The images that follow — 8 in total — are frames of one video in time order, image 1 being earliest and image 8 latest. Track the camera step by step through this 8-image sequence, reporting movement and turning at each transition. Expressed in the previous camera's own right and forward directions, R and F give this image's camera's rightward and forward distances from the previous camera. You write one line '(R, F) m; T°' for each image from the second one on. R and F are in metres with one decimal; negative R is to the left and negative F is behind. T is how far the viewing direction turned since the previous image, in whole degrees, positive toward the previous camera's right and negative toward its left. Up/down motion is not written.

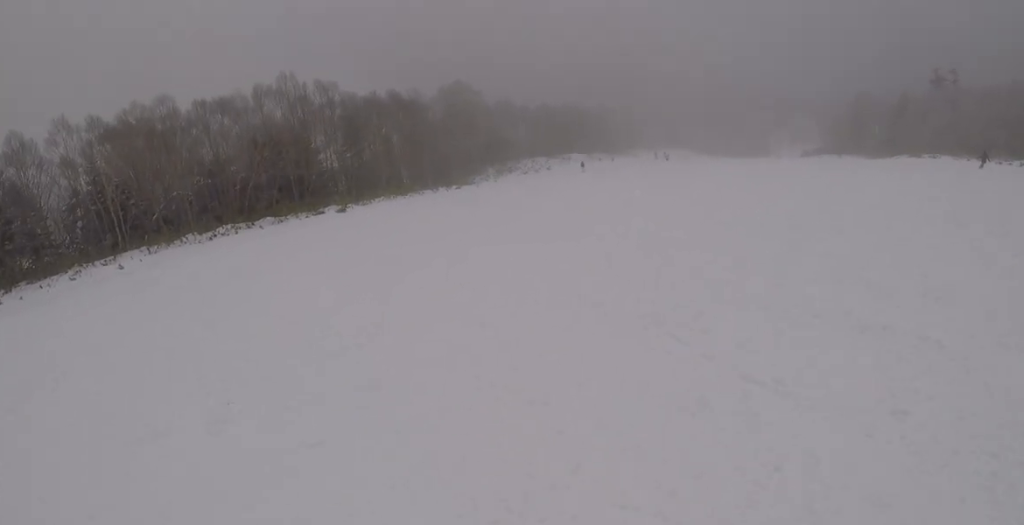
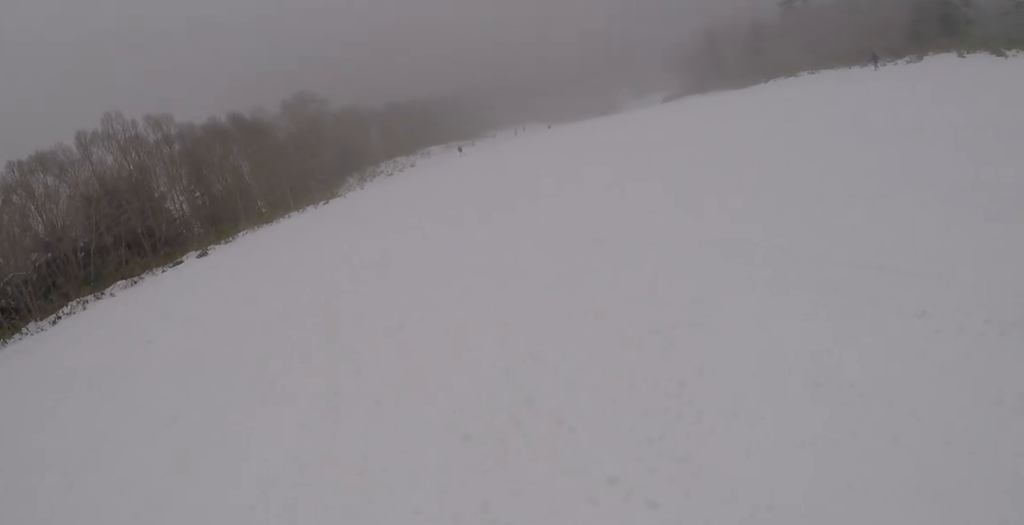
(+0.1, +5.8) m; +22°
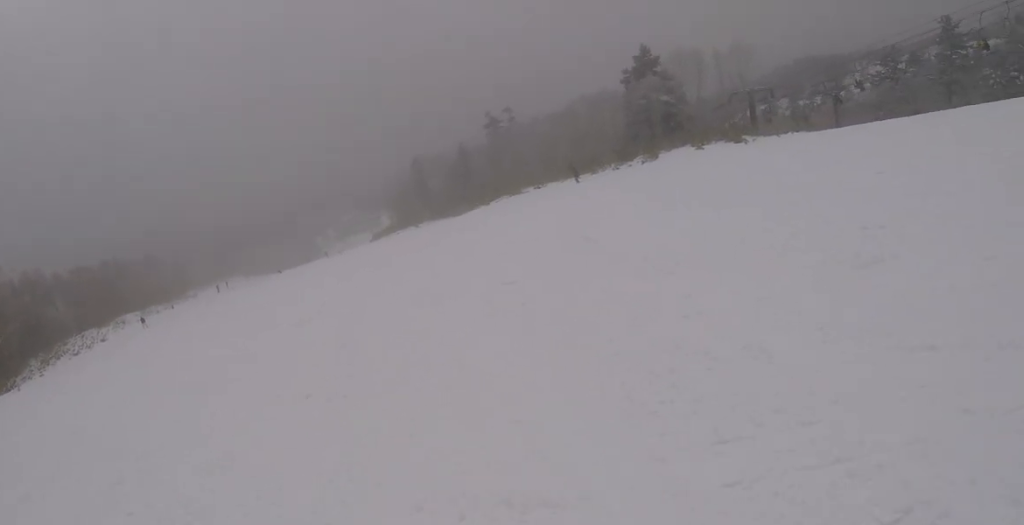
(+3.7, +8.9) m; +28°
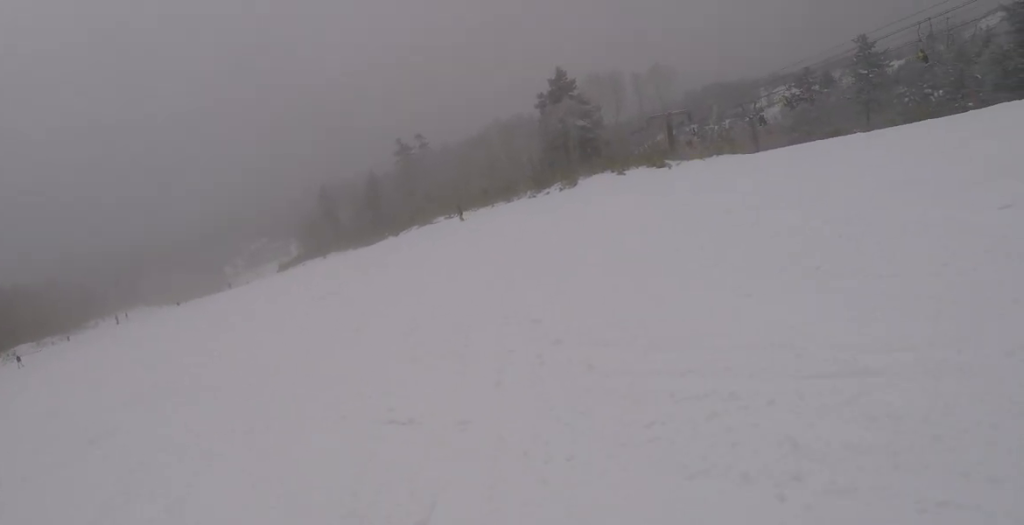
(-0.1, +4.1) m; +6°
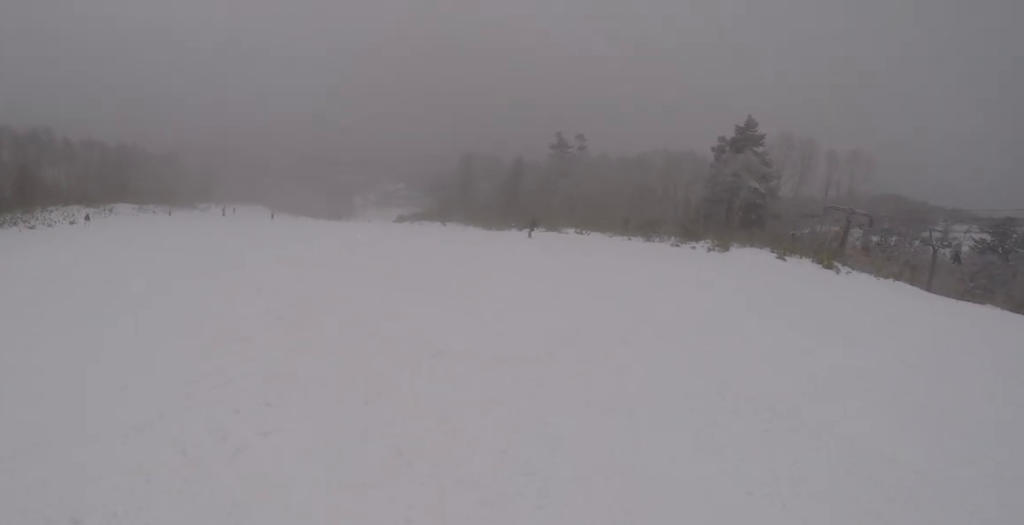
(+0.9, +6.3) m; -7°
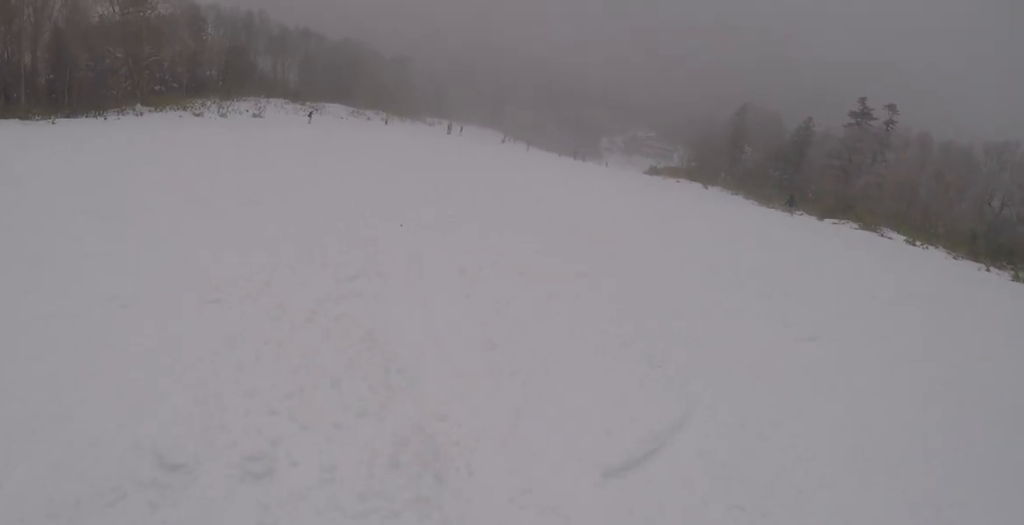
(-6.3, +14.1) m; -45°
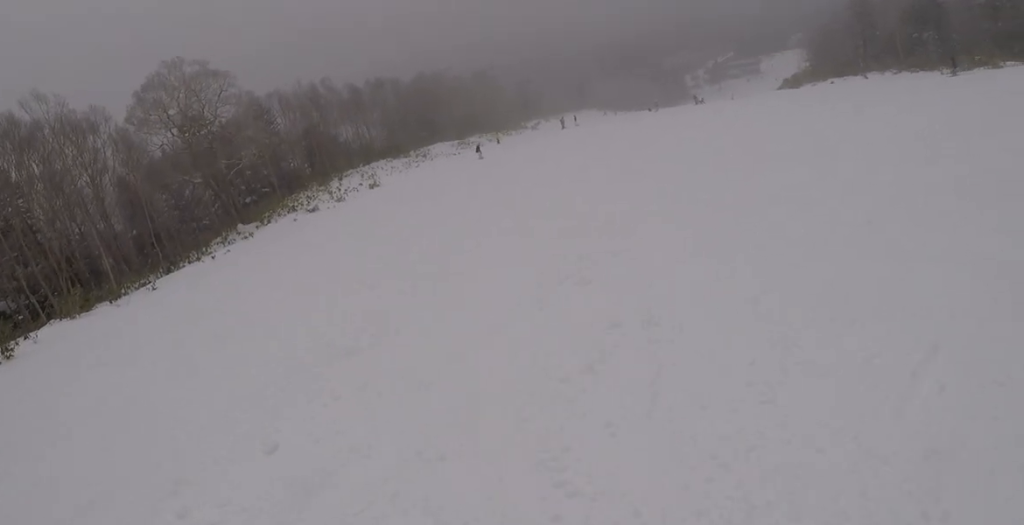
(-1.7, +10.1) m; -1°
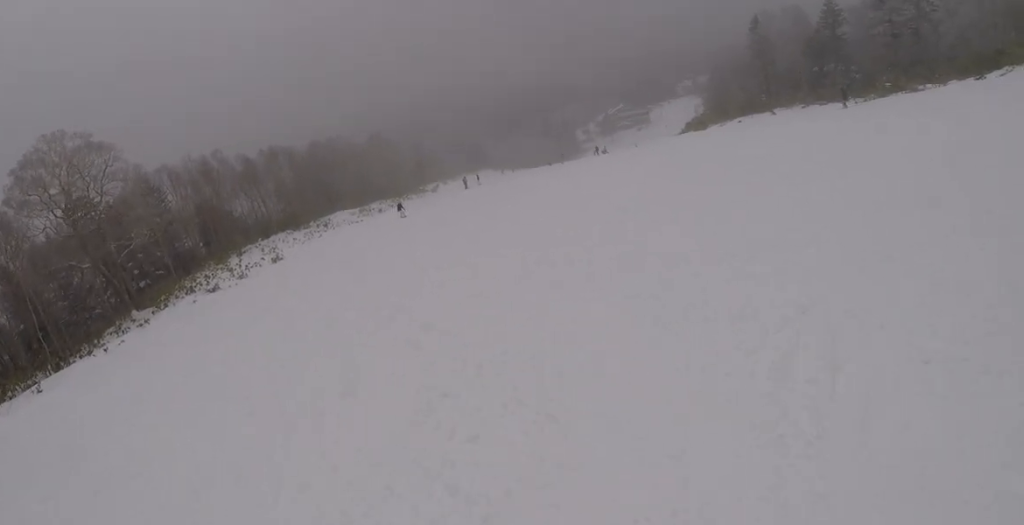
(0.0, +3.3) m; +13°
